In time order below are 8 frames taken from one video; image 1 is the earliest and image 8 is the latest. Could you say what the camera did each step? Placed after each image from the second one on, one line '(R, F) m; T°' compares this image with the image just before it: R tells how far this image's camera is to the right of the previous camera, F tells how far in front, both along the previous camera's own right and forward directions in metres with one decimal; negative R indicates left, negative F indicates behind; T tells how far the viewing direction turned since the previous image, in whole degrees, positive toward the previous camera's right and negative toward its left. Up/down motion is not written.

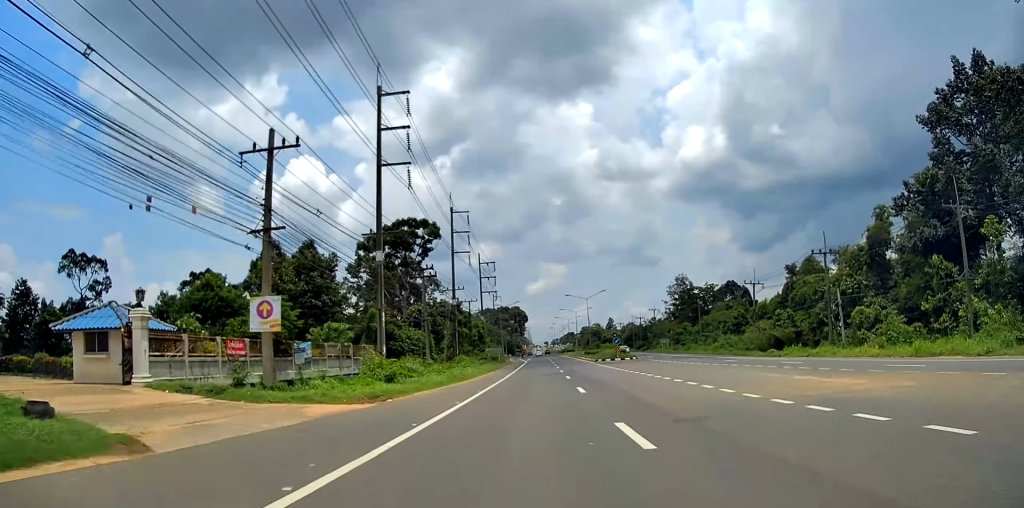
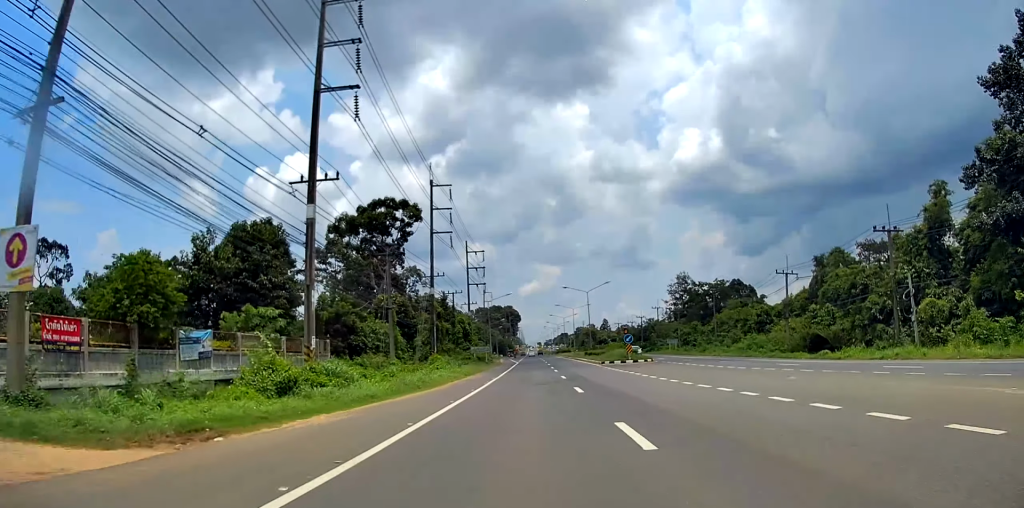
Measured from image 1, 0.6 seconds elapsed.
(+0.1, +11.7) m; +1°
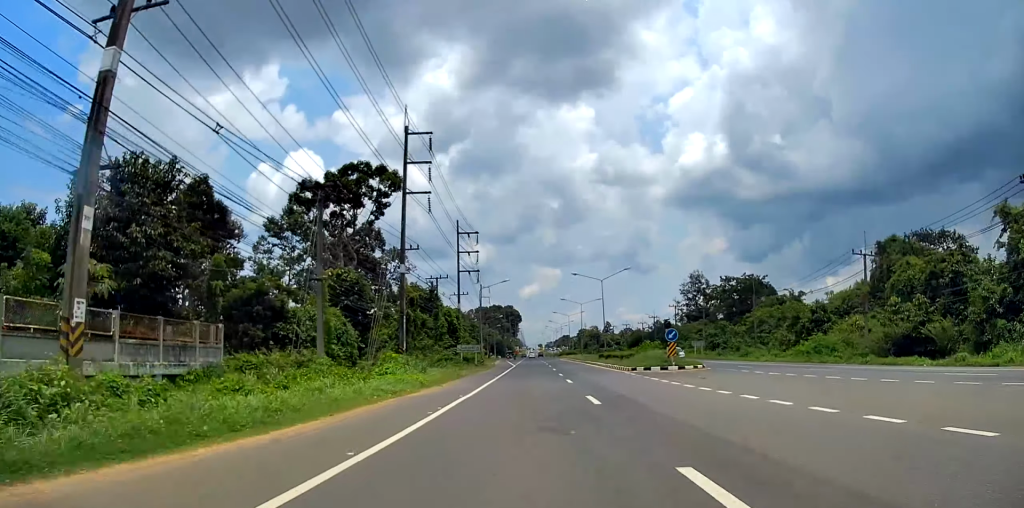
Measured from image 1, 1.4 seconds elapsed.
(+0.3, +16.0) m; +1°
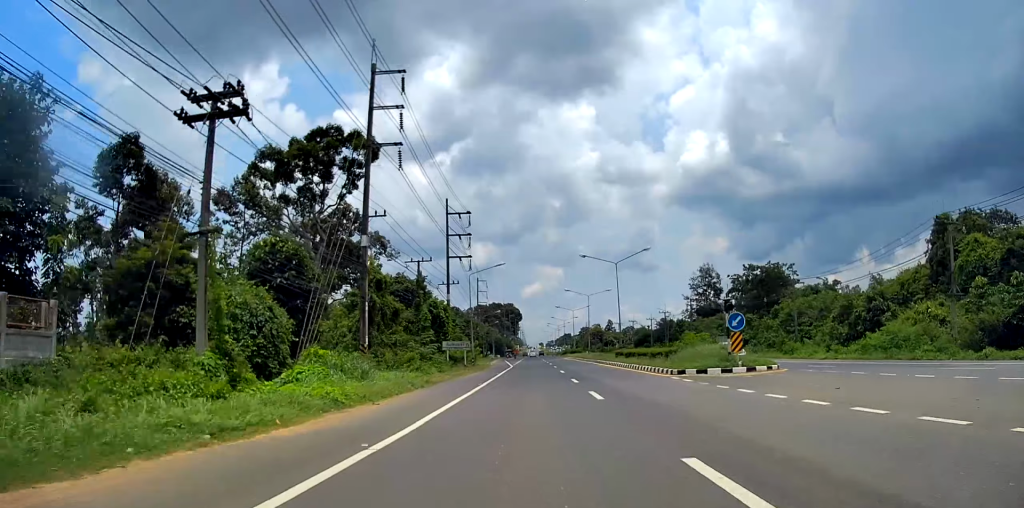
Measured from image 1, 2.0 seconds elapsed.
(+0.1, +12.1) m; 0°
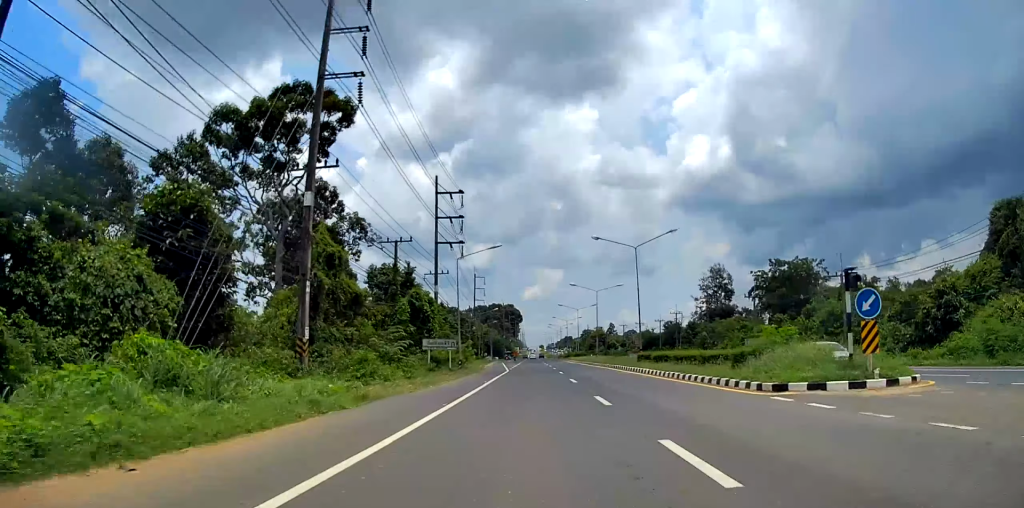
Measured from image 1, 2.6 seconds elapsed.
(0.0, +10.5) m; 0°
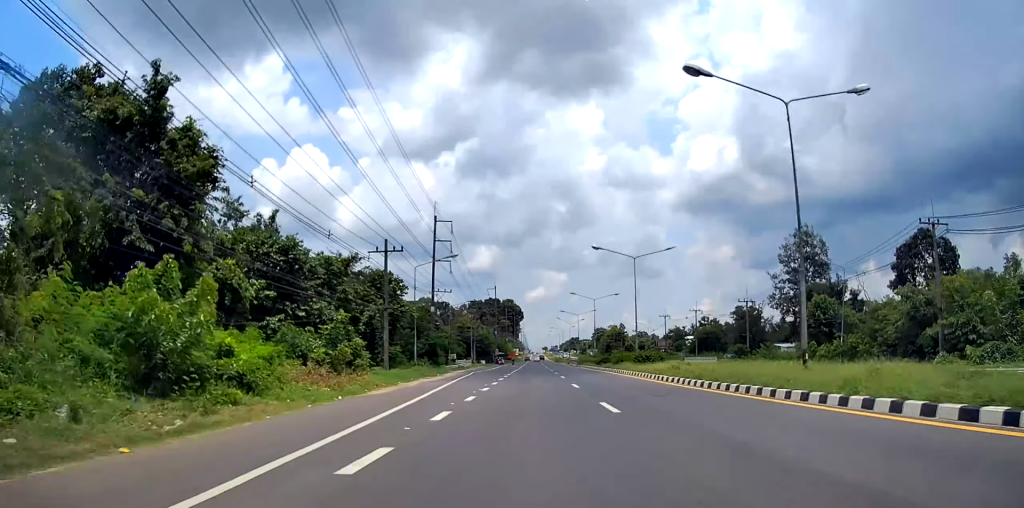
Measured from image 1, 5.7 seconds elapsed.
(+1.0, +61.7) m; +1°
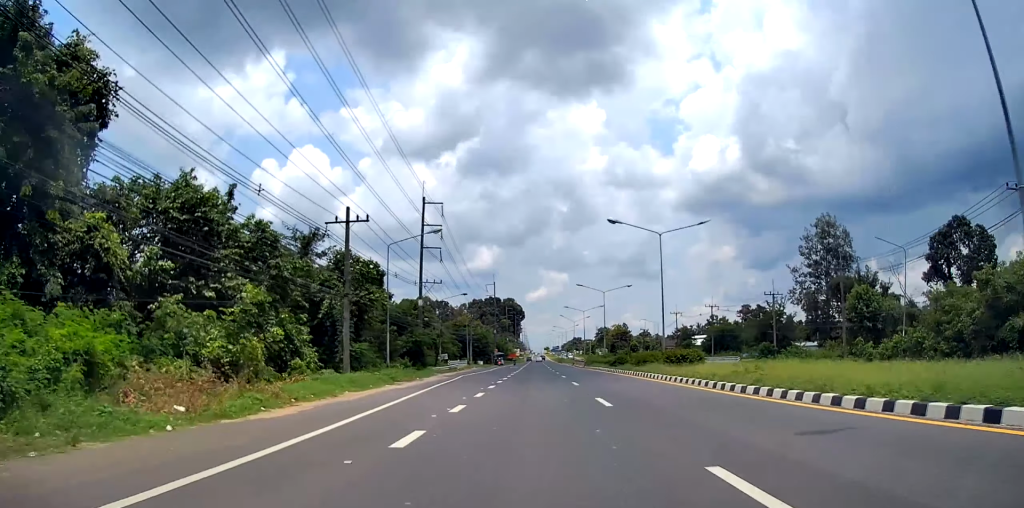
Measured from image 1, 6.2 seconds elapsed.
(0.0, +10.0) m; 0°
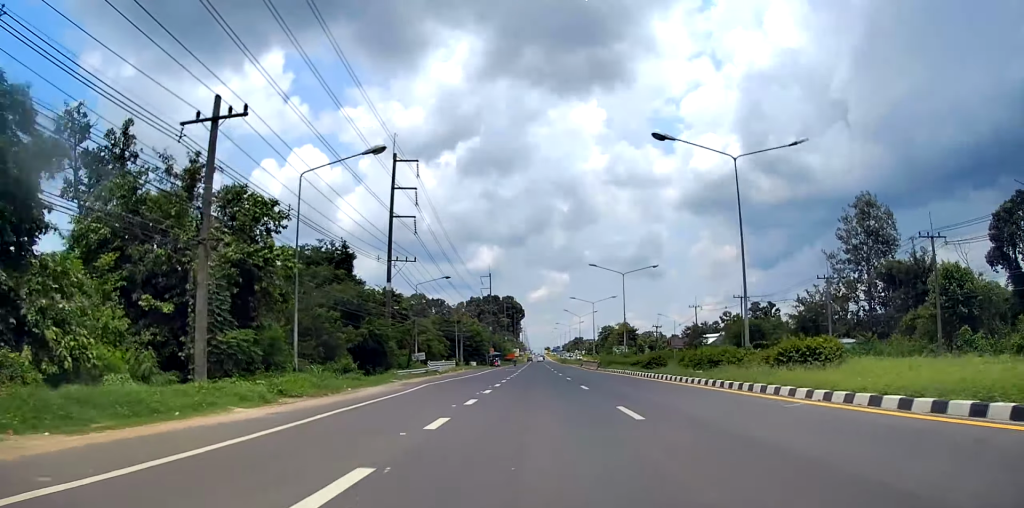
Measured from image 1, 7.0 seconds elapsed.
(+0.1, +16.4) m; 0°
